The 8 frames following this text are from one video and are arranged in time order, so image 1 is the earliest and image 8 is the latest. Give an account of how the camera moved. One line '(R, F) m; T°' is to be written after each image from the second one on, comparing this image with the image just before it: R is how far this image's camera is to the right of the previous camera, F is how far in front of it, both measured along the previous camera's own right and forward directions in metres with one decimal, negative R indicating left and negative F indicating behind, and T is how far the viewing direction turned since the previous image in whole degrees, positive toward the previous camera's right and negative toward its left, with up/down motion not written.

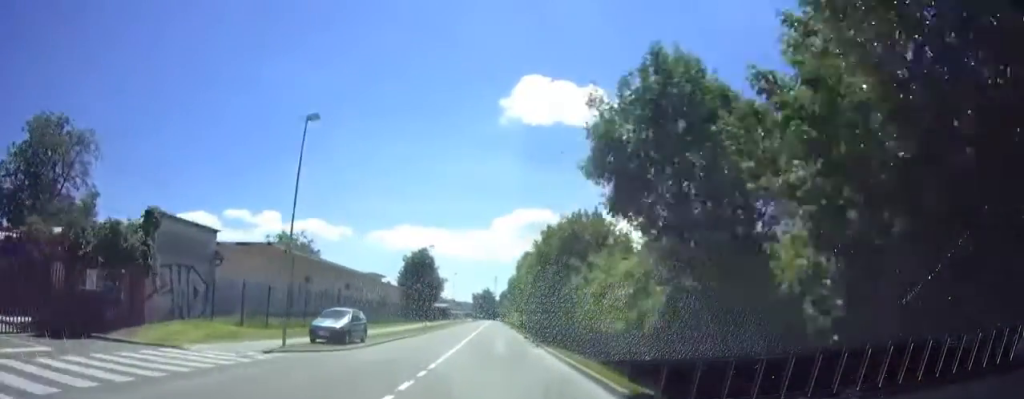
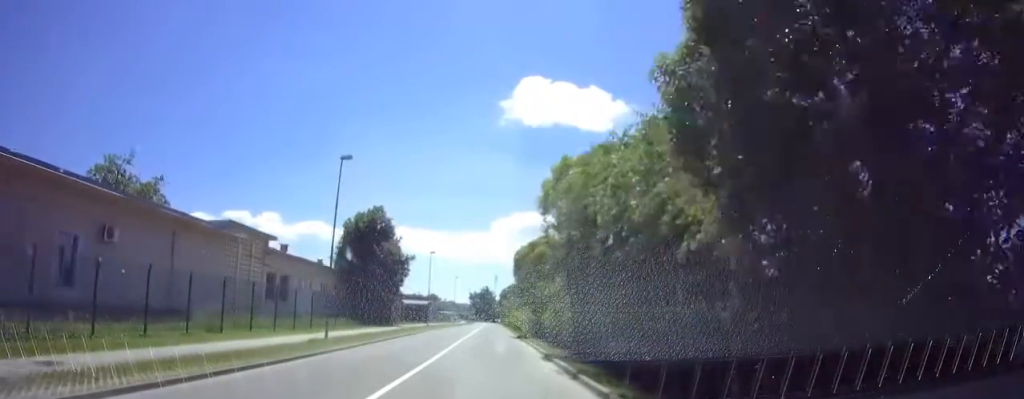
(+0.4, +30.1) m; 0°
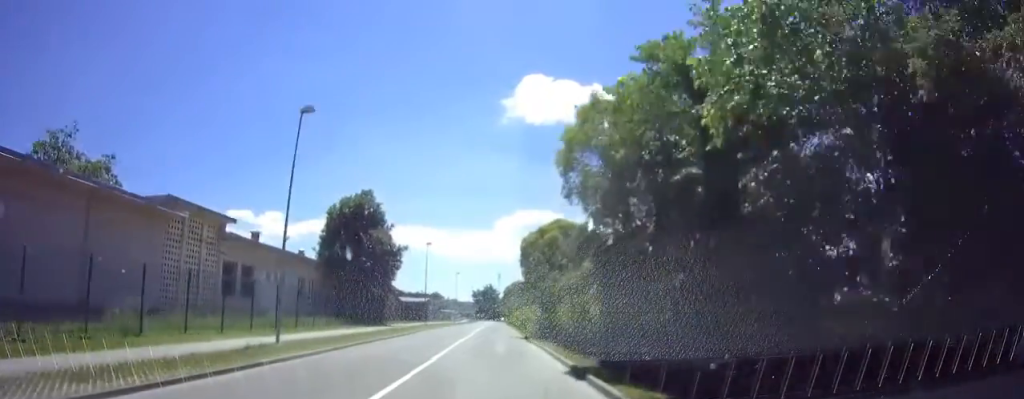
(0.0, +5.5) m; 0°
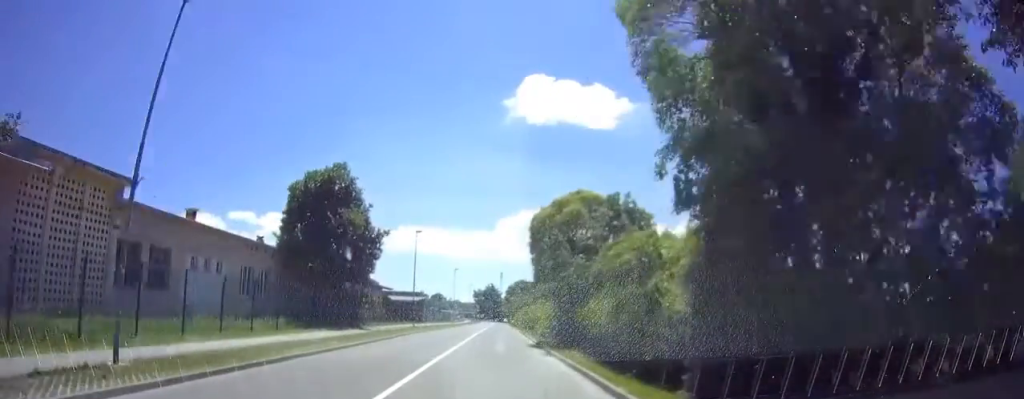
(0.0, +8.0) m; 0°
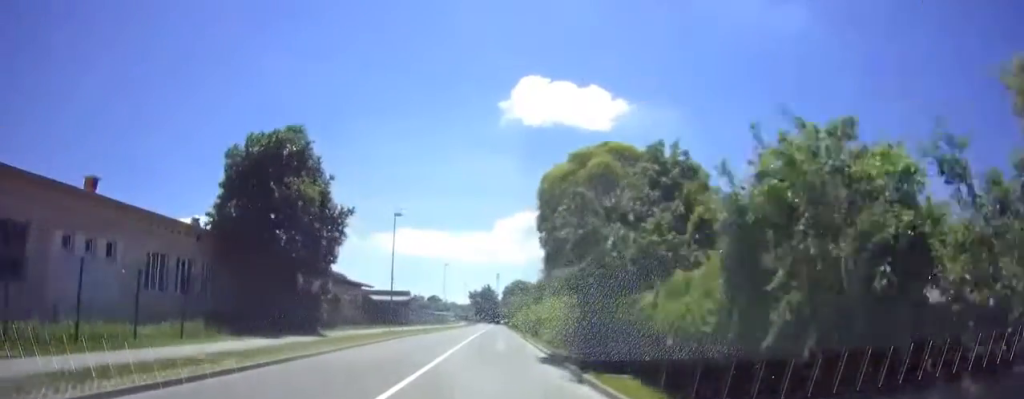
(-0.1, +7.6) m; 0°
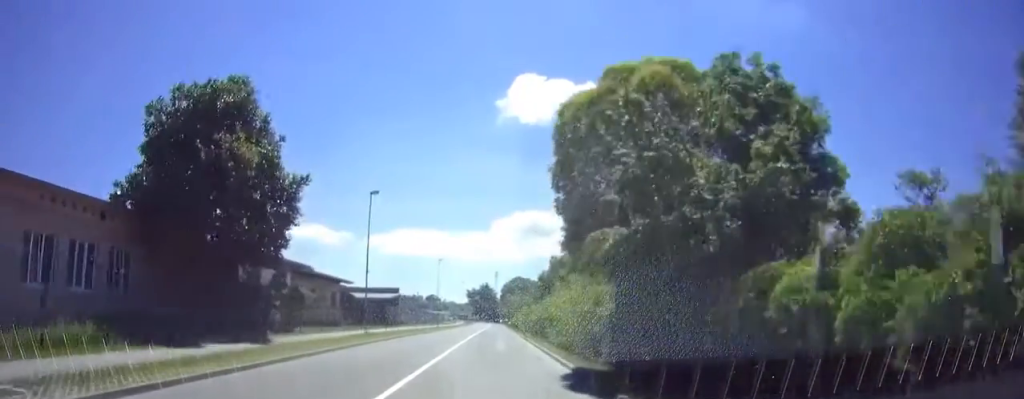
(-0.1, +6.8) m; 0°
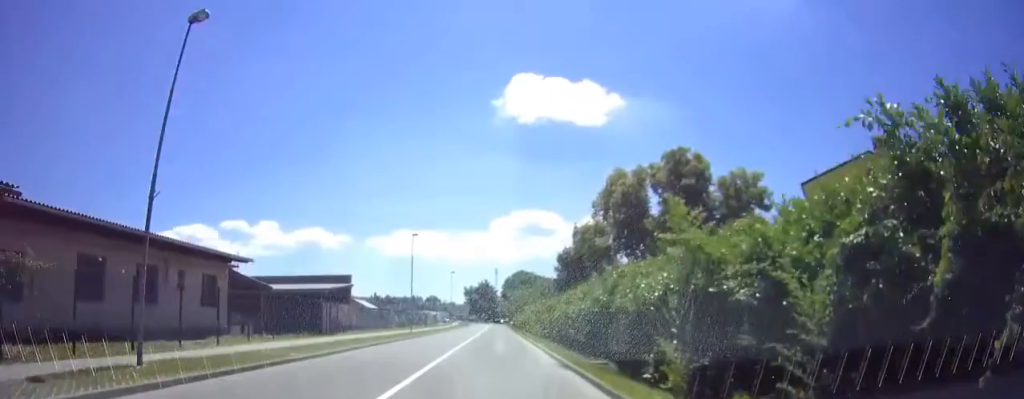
(+0.3, +18.9) m; +1°
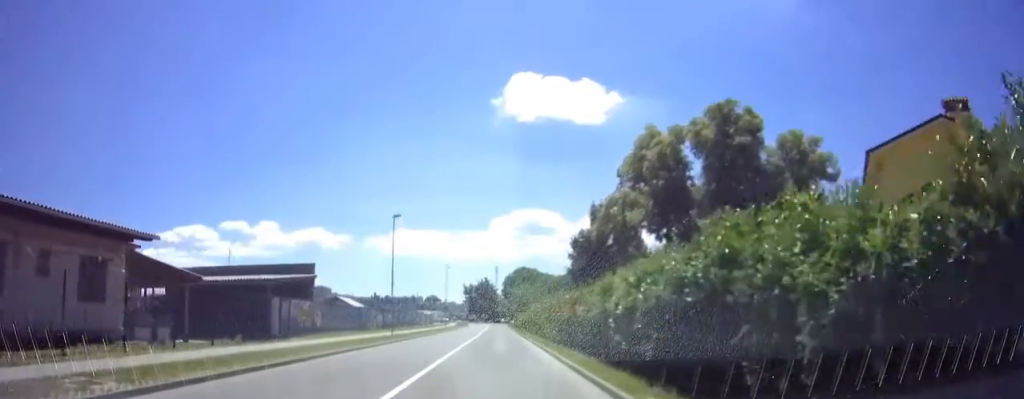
(+0.1, +8.0) m; 0°
